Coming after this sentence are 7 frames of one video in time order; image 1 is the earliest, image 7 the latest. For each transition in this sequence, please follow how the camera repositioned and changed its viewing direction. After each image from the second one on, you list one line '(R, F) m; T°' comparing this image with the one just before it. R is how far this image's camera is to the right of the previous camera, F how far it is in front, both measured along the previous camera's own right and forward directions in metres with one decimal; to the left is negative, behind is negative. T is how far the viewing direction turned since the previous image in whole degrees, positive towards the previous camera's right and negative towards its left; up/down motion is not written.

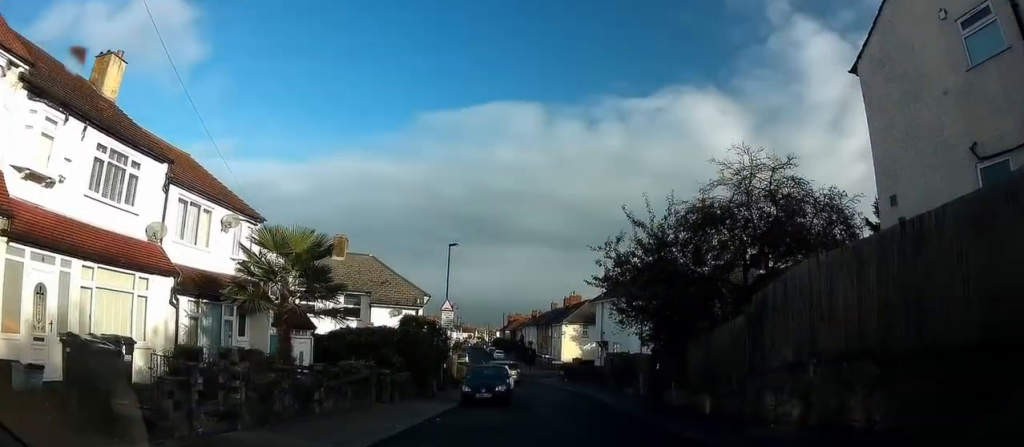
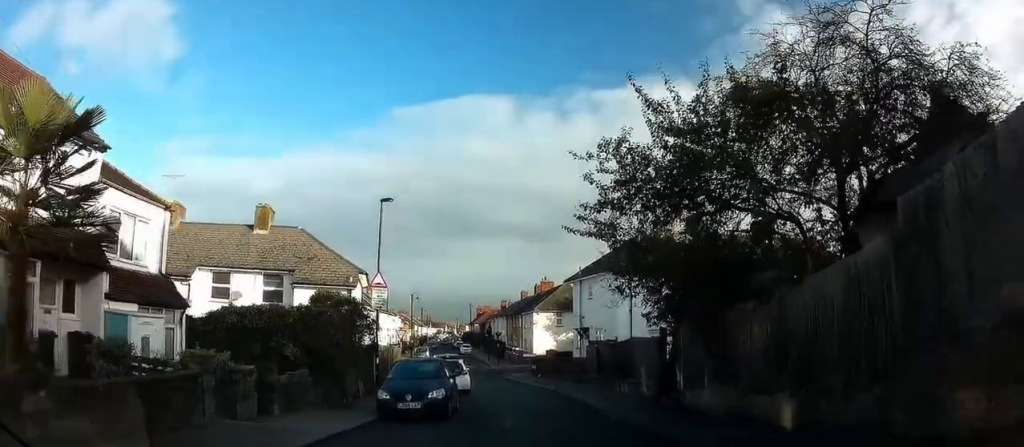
(+0.1, +6.7) m; +1°
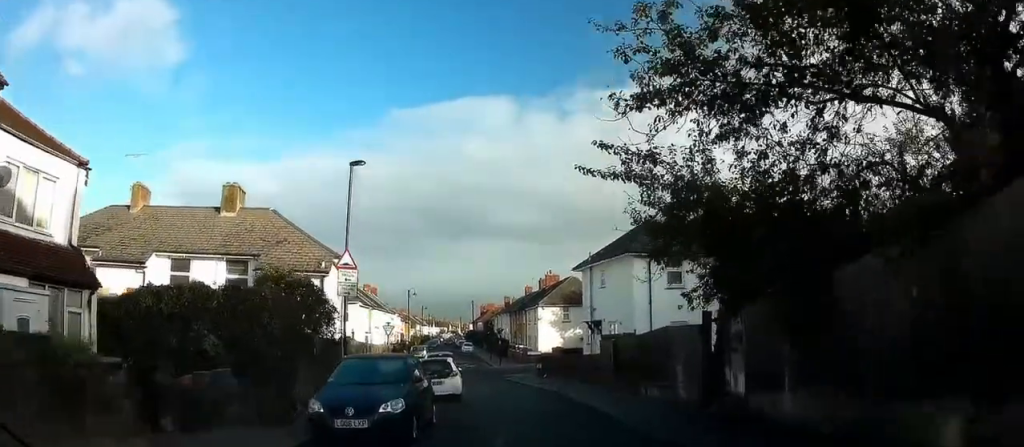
(0.0, +4.0) m; 0°
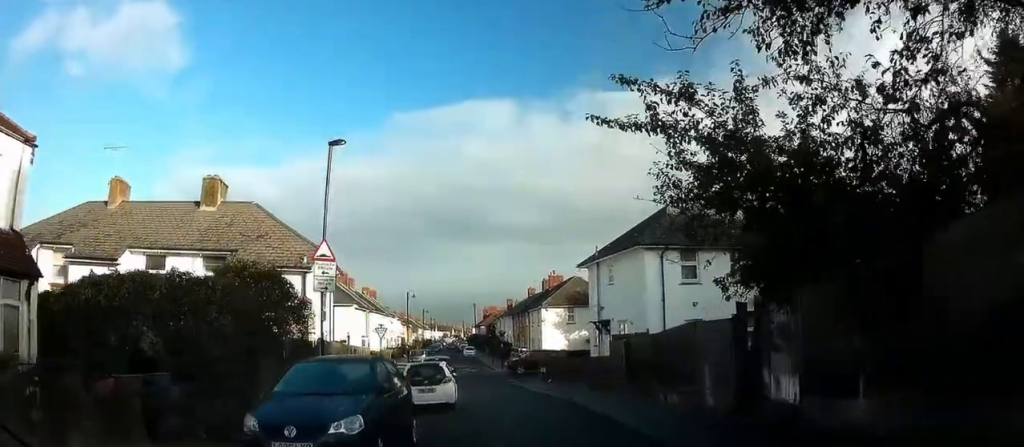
(0.0, +2.3) m; 0°
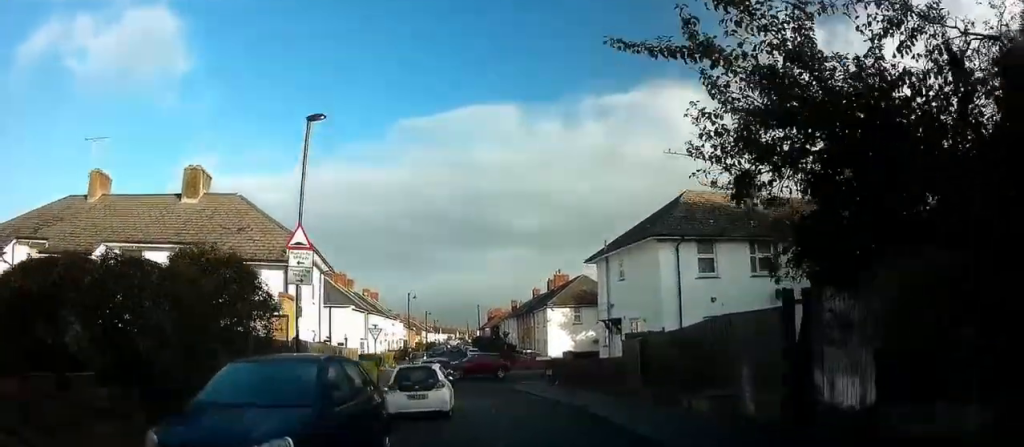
(0.0, +2.1) m; 0°
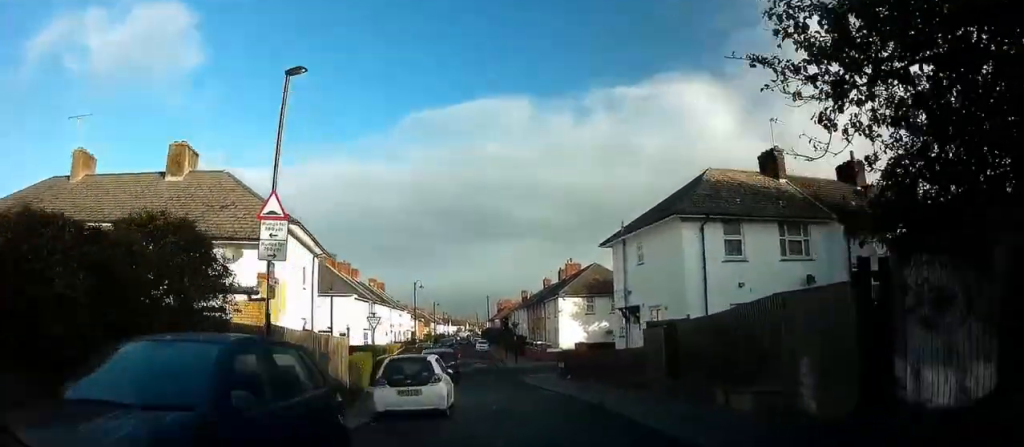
(0.0, +2.2) m; -1°
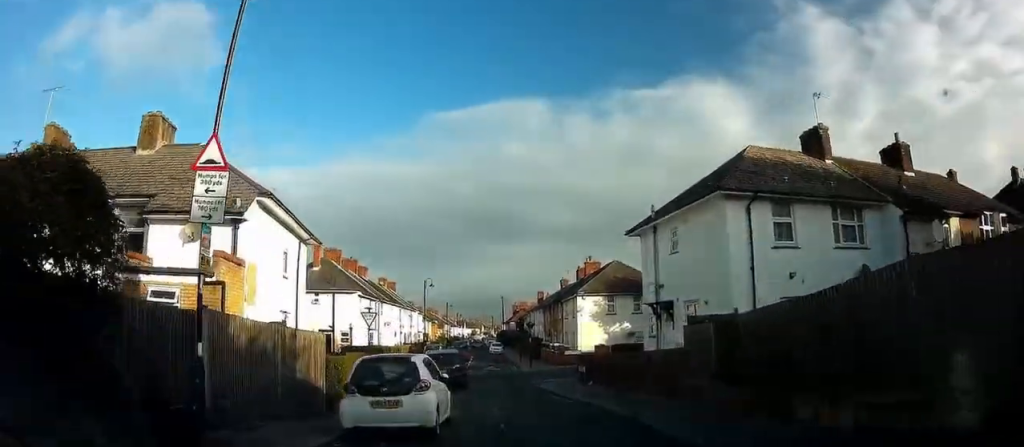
(0.0, +3.4) m; -1°
